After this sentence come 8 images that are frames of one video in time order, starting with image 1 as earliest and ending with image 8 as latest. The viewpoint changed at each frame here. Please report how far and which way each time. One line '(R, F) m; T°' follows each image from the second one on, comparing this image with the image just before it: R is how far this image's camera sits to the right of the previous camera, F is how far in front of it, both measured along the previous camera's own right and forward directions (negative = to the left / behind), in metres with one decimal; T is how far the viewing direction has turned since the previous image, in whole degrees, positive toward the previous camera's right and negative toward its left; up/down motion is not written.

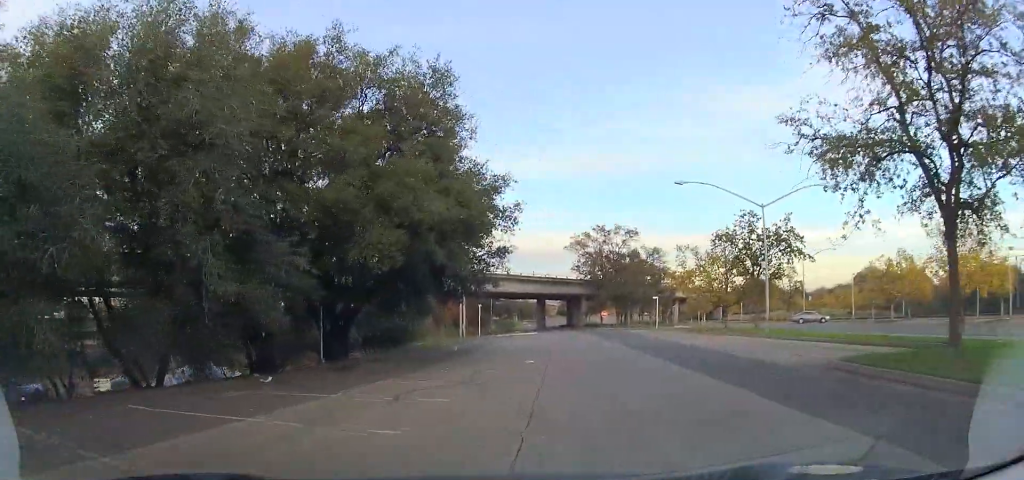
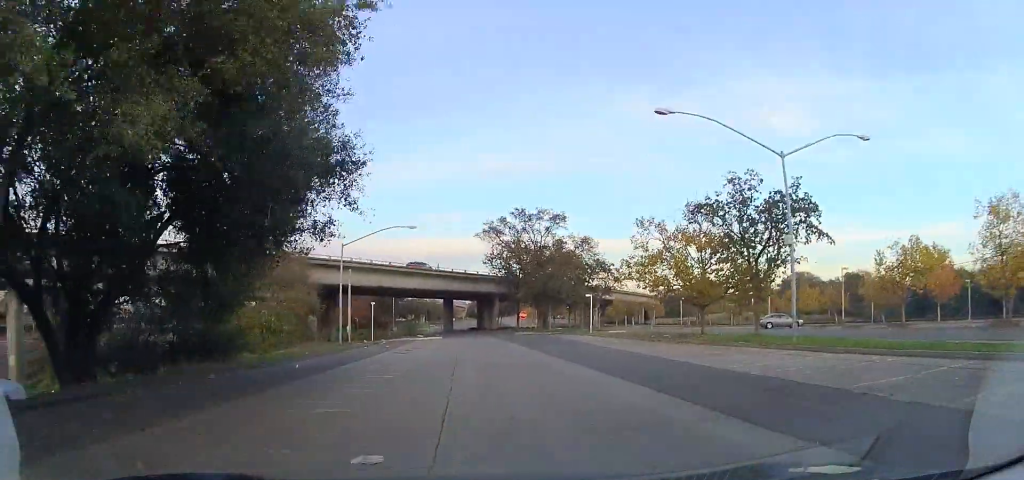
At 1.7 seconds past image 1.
(+1.3, +9.6) m; +15°
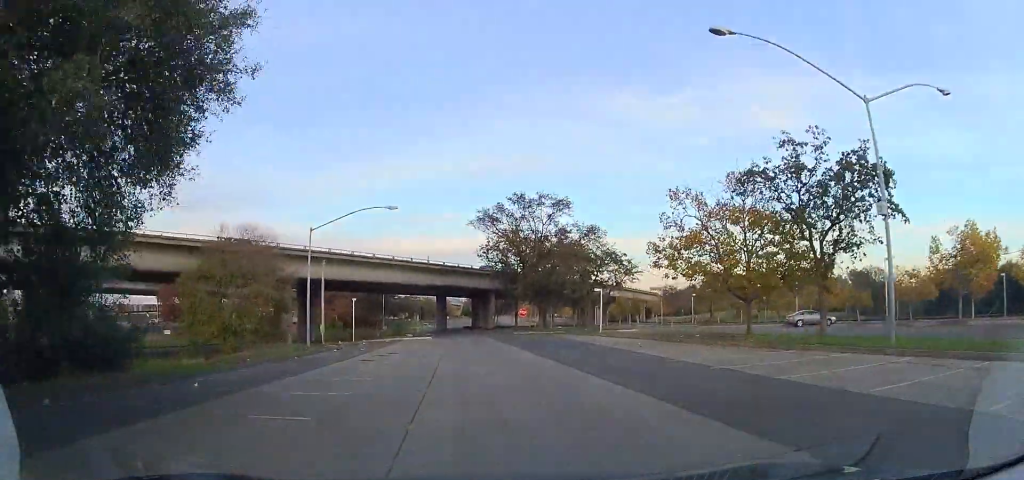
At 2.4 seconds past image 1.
(+0.6, +5.5) m; +3°
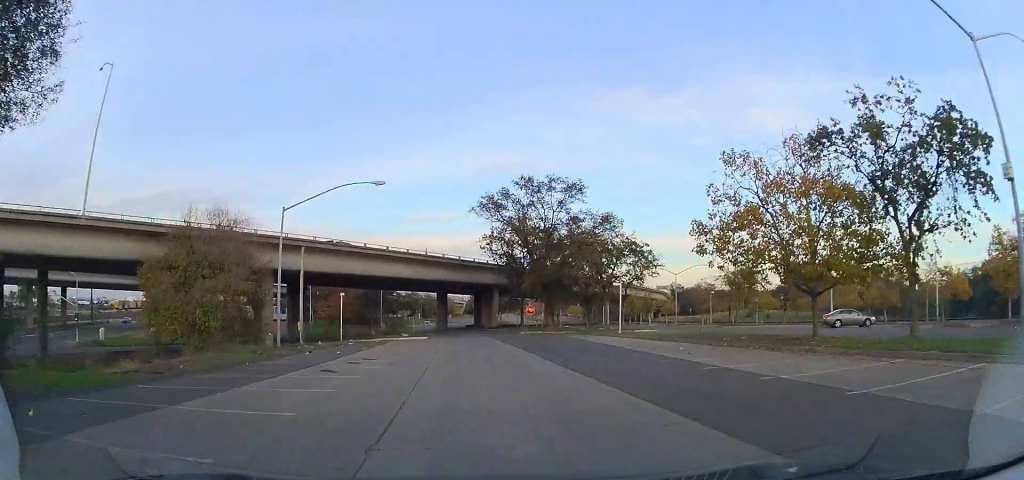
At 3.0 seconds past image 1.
(+0.2, +4.7) m; +1°
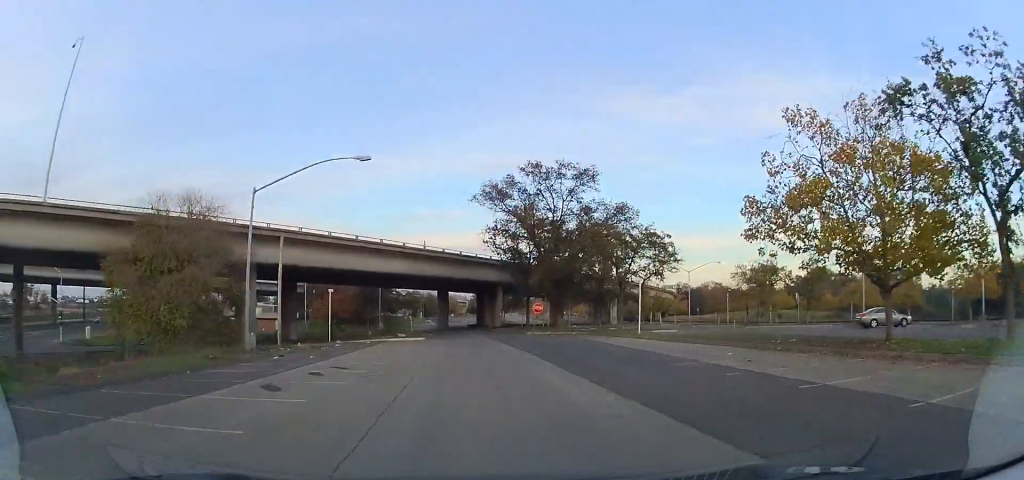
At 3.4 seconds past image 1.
(-0.2, +4.1) m; -2°
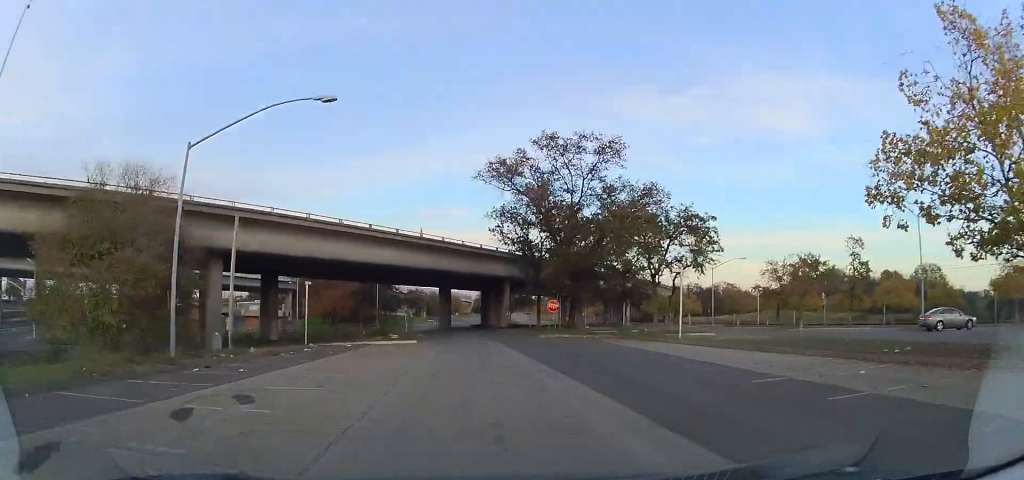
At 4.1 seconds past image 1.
(-0.2, +6.6) m; -2°
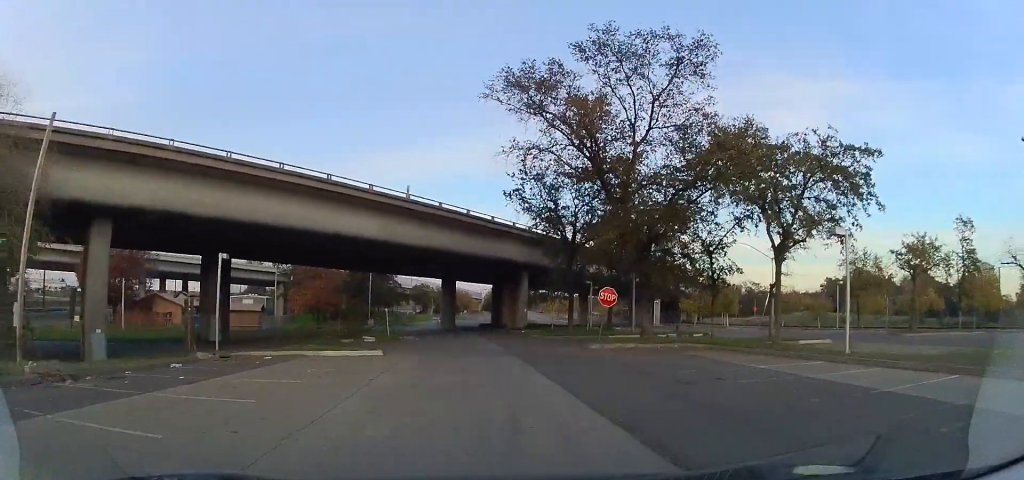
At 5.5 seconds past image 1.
(-0.5, +14.8) m; -3°
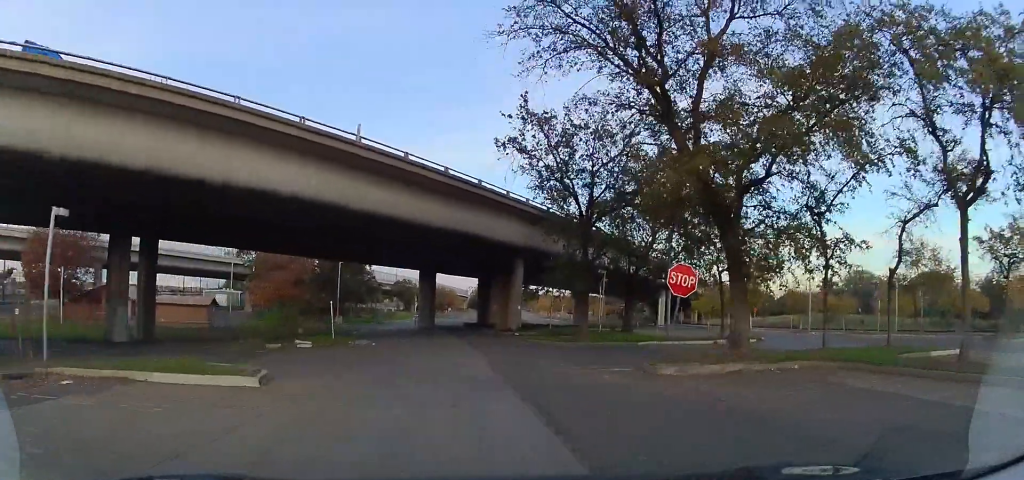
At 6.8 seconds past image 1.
(-0.1, +11.8) m; +2°
